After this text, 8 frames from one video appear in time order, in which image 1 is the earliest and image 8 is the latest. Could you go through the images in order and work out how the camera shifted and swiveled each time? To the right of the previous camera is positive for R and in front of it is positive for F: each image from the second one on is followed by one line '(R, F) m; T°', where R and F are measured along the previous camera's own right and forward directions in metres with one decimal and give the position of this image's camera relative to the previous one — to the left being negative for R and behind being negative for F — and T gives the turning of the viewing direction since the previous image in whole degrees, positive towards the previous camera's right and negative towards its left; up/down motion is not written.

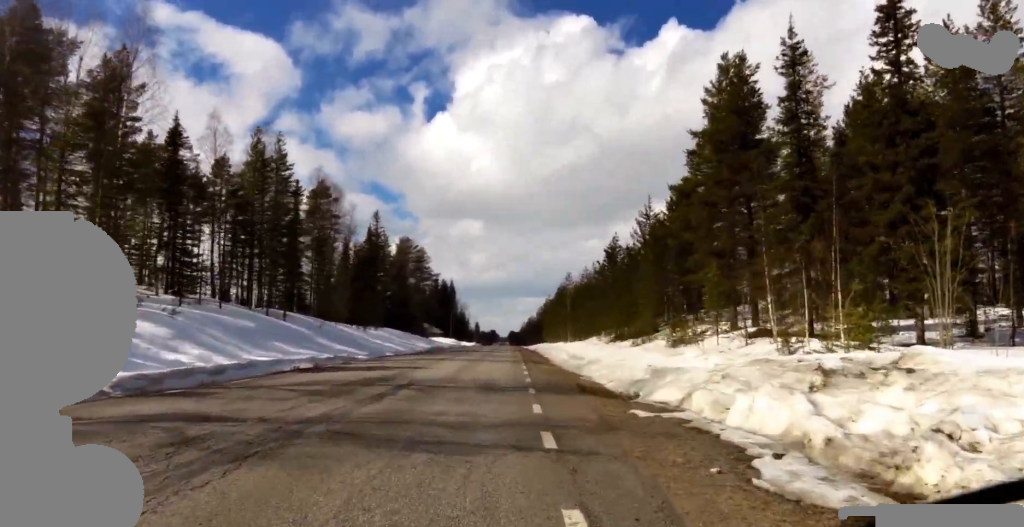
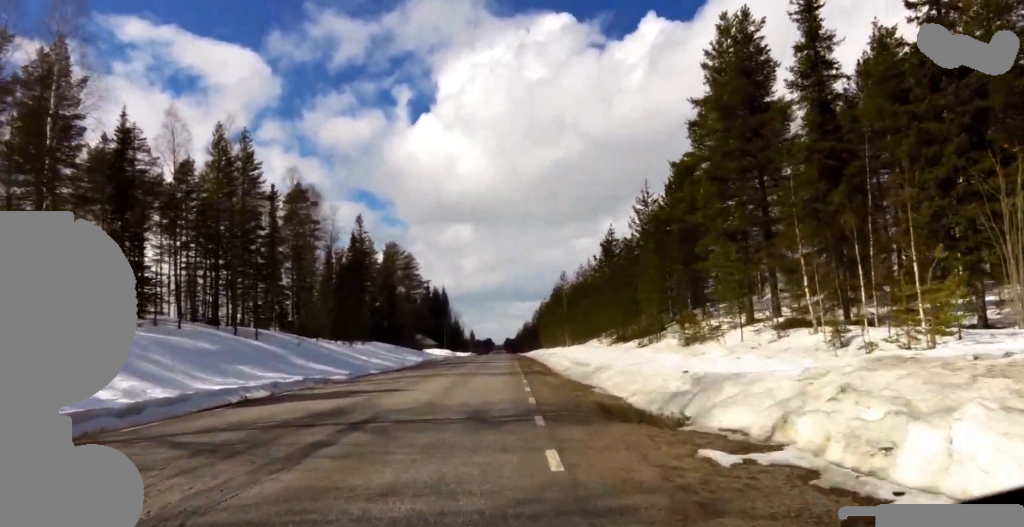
(0.0, +3.4) m; 0°
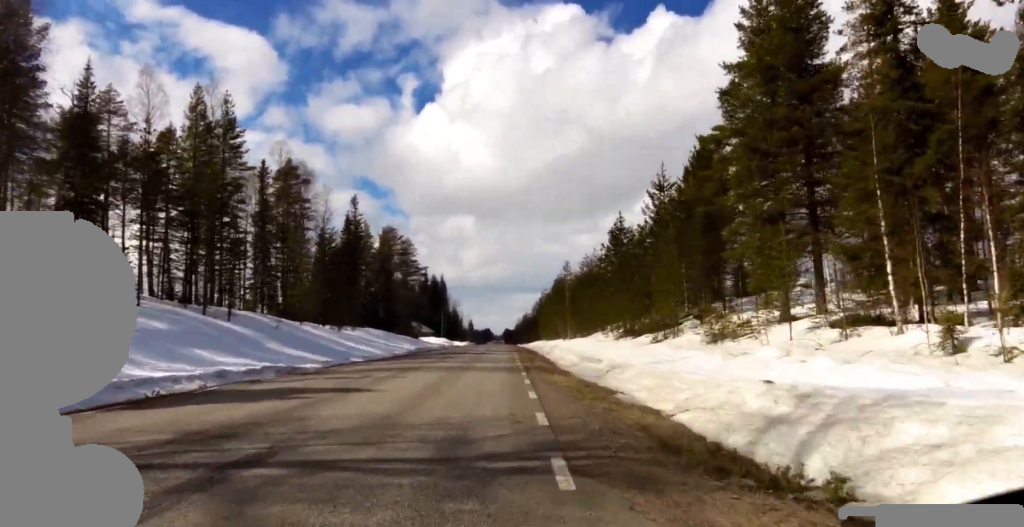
(+0.1, +3.9) m; 0°
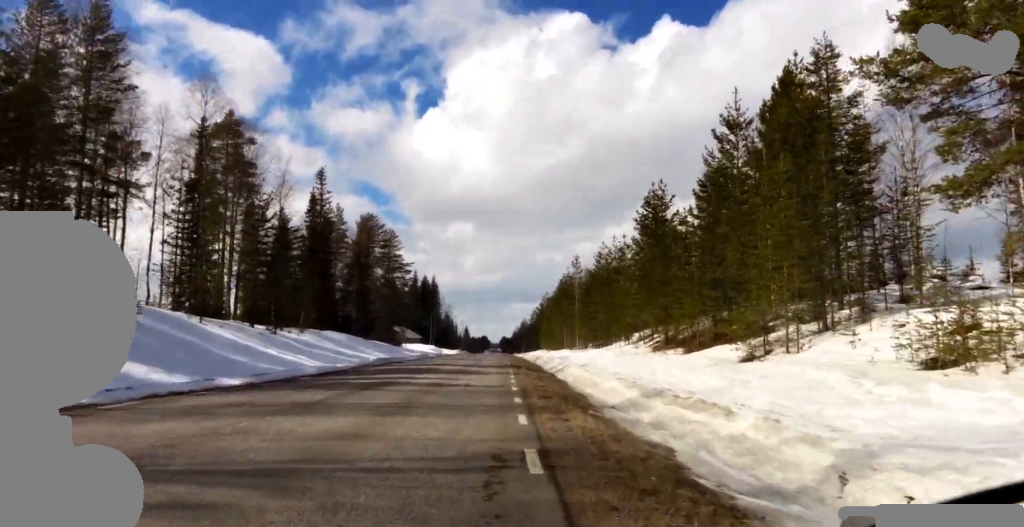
(-0.1, +13.9) m; +1°
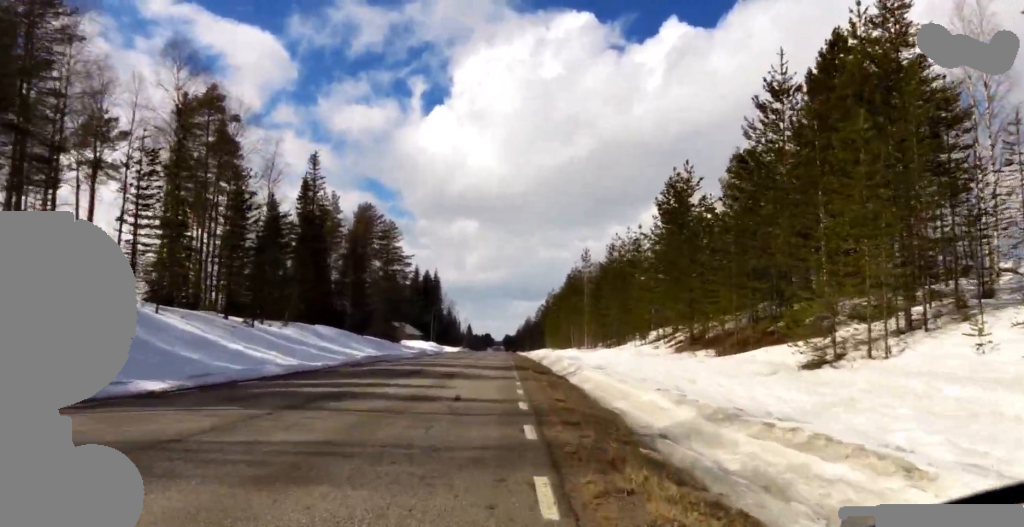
(+0.1, +4.2) m; +1°
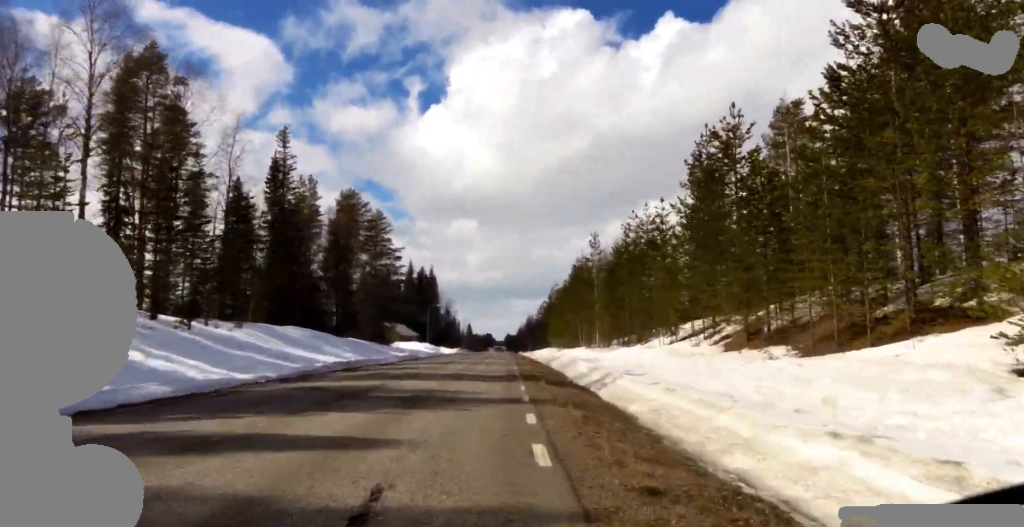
(0.0, +7.3) m; -2°
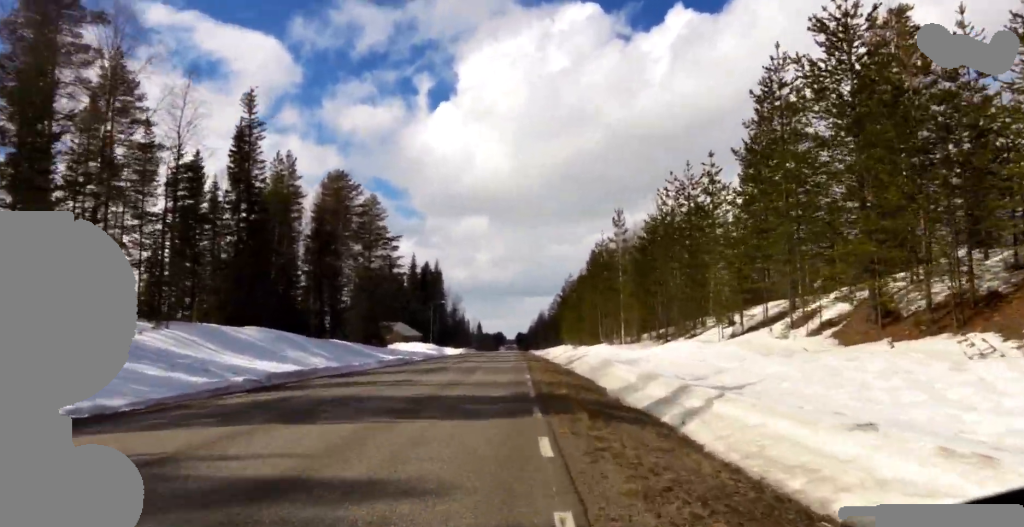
(-0.3, +8.5) m; -1°
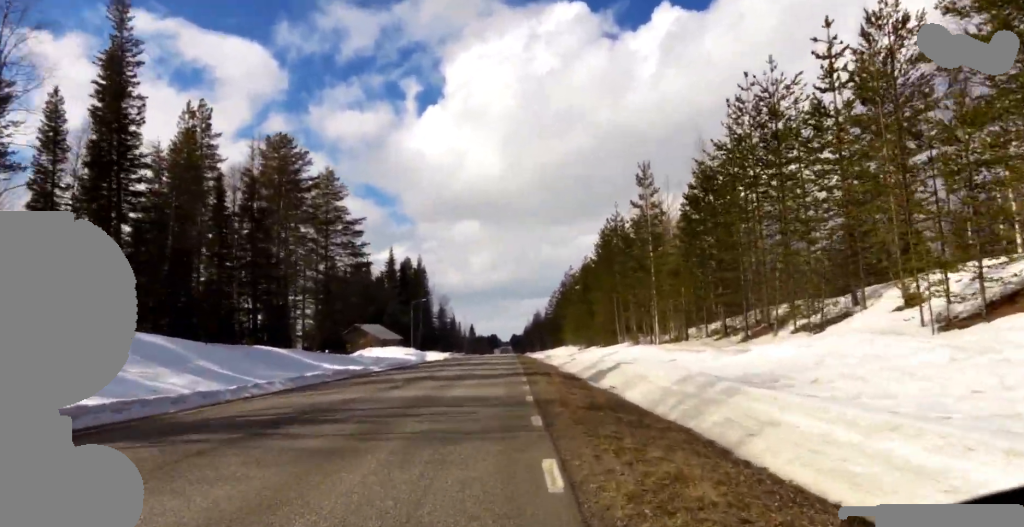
(+0.4, +13.2) m; +2°
